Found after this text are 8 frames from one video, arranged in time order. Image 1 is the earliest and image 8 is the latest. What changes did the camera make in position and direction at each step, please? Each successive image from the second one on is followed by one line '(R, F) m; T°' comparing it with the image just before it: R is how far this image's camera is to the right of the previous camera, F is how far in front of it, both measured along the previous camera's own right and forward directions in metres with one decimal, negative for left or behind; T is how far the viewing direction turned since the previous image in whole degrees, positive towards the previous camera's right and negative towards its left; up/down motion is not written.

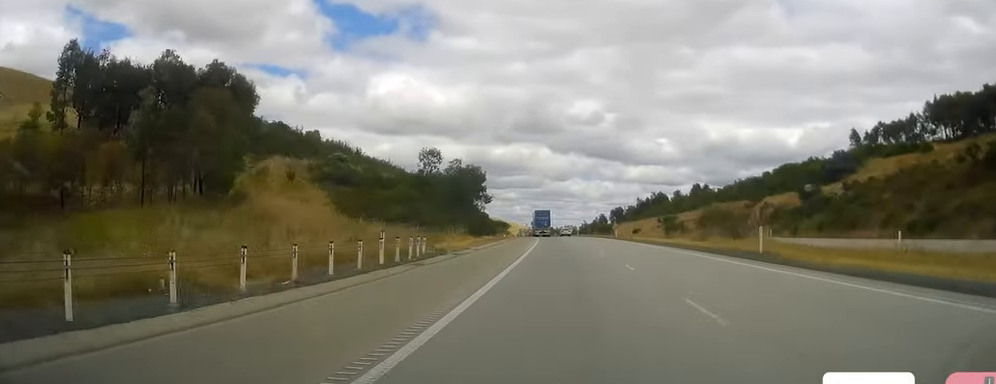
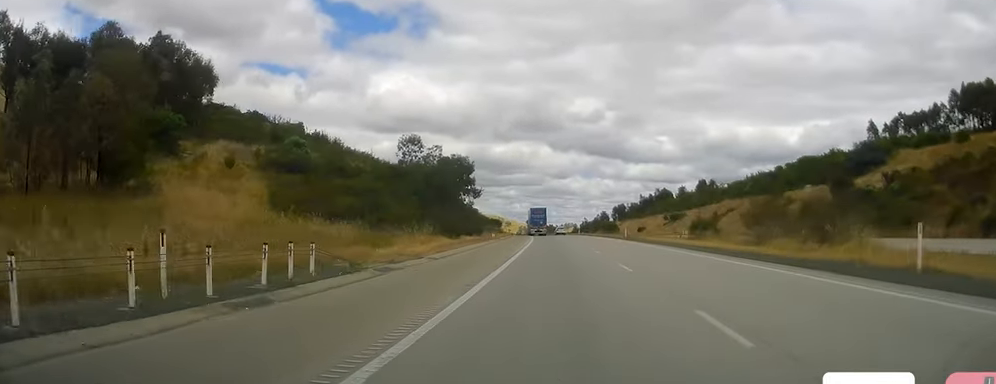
(-0.1, +13.5) m; 0°
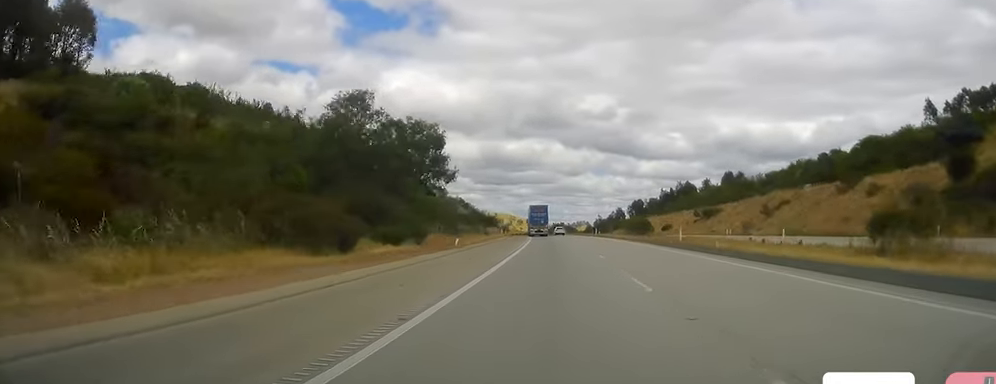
(0.0, +30.1) m; +1°
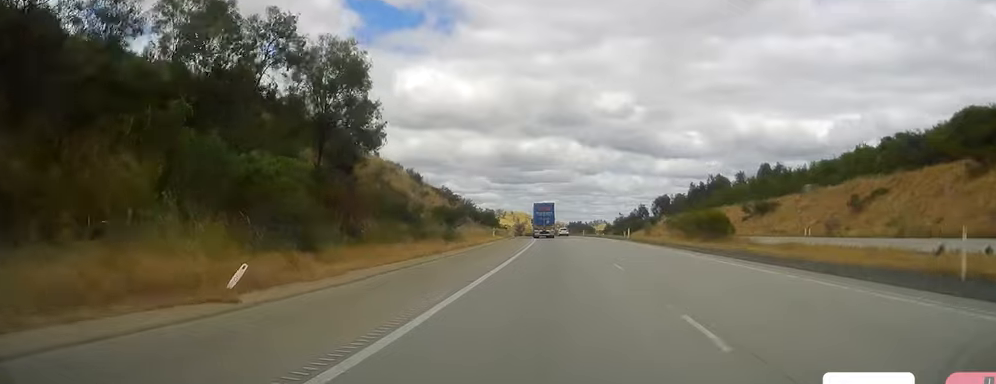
(+0.7, +31.2) m; 0°
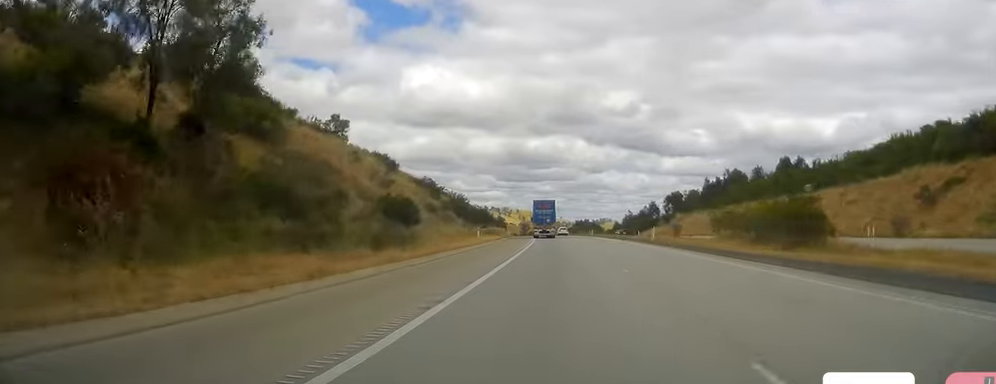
(-0.4, +16.5) m; -1°
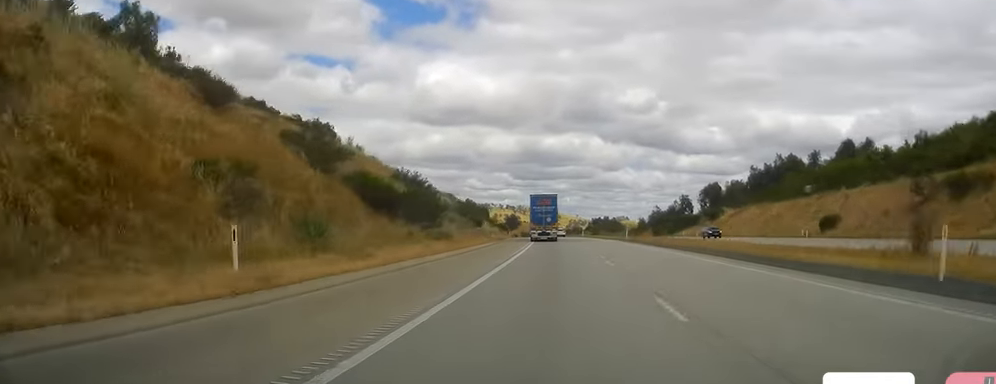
(-1.2, +42.8) m; -3°
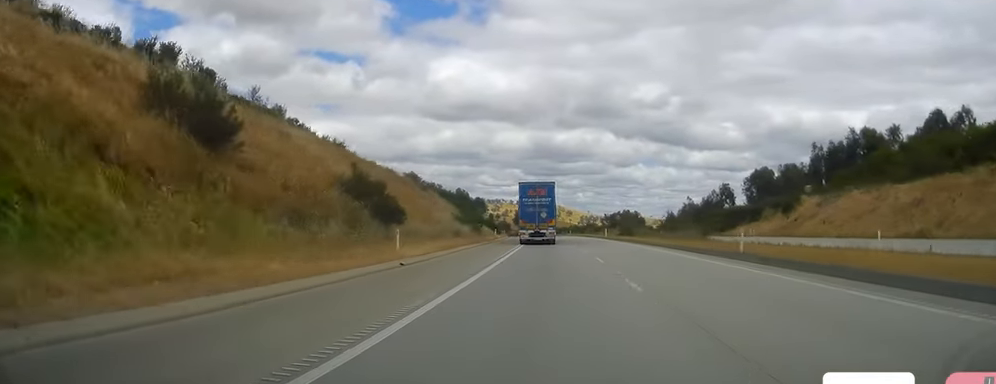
(-0.2, +44.6) m; 0°
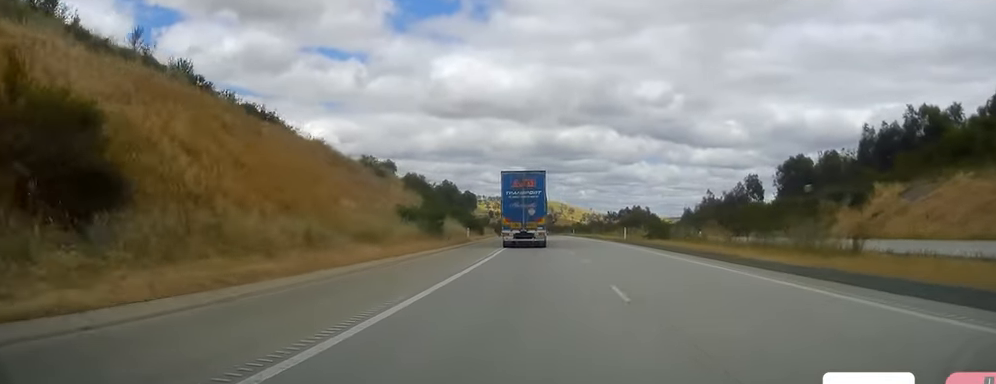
(-0.2, +26.1) m; -1°
